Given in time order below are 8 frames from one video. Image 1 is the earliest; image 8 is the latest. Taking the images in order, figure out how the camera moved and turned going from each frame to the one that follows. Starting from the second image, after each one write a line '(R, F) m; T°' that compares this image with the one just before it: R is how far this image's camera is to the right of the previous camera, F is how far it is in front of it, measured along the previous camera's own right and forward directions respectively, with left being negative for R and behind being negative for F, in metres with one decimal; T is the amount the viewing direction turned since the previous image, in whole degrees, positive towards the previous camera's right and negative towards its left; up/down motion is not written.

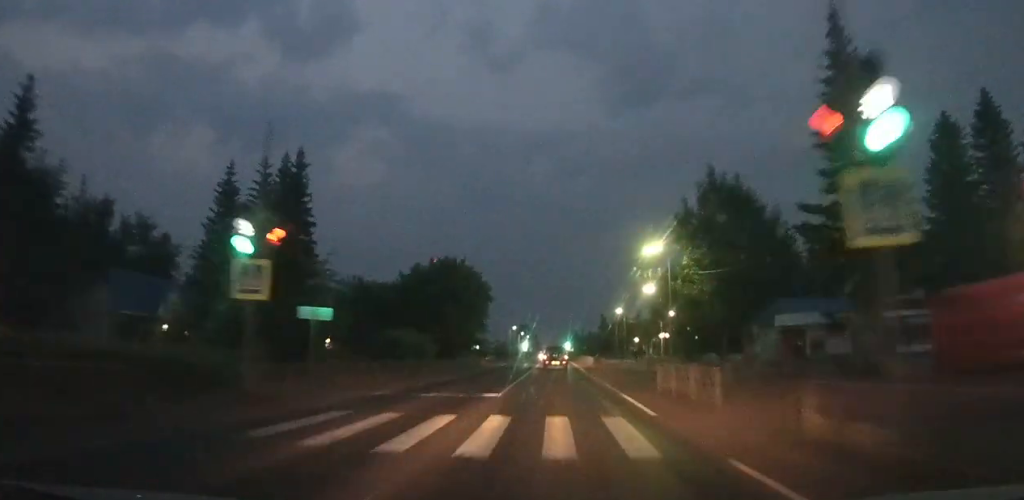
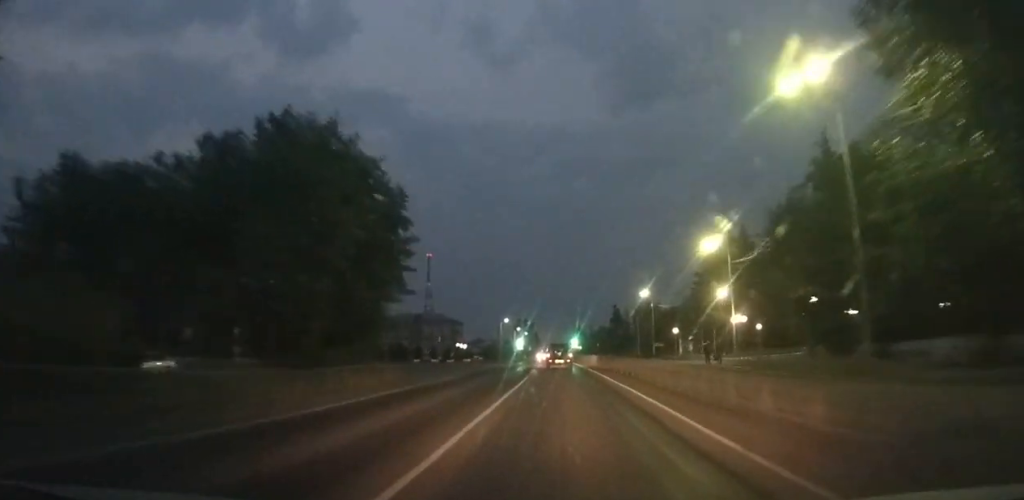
(+0.1, +33.7) m; +1°
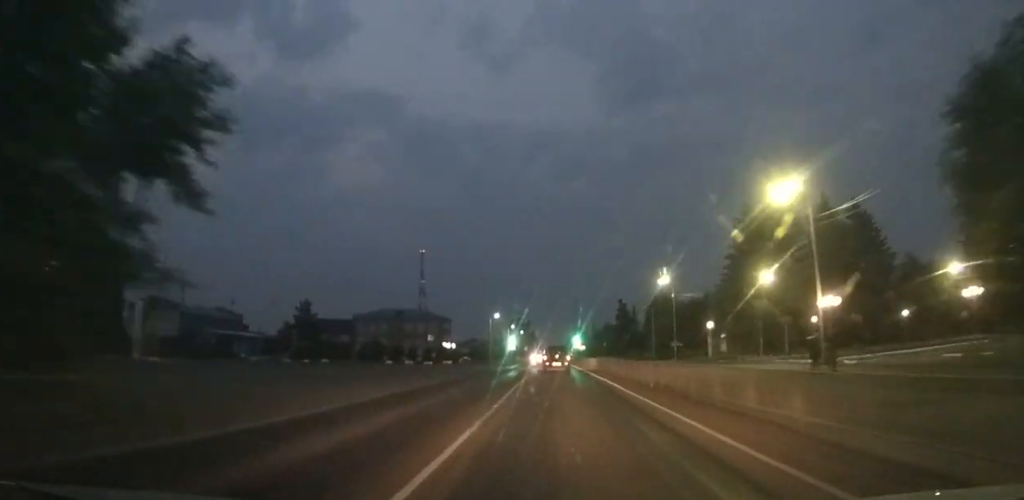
(0.0, +17.9) m; 0°
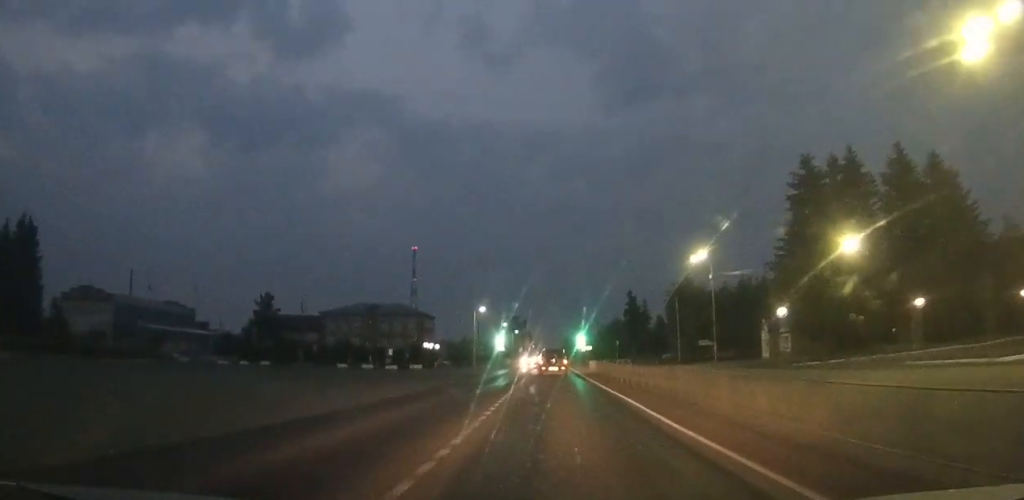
(+0.1, +19.5) m; 0°
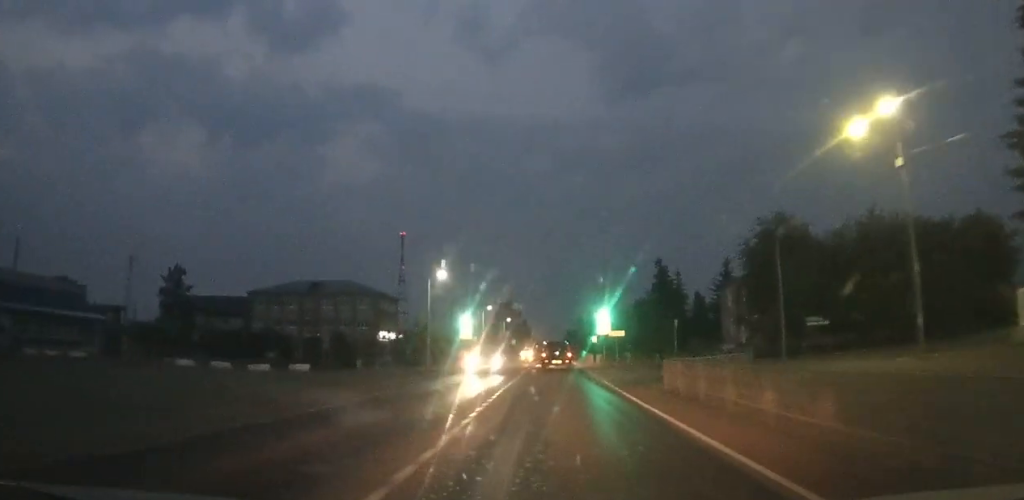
(+0.1, +33.0) m; 0°
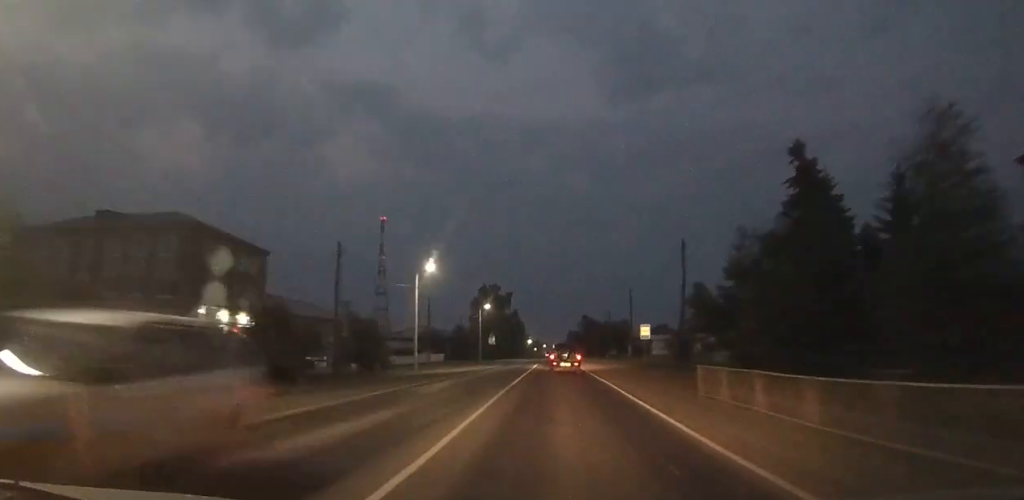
(-0.4, +50.3) m; 0°
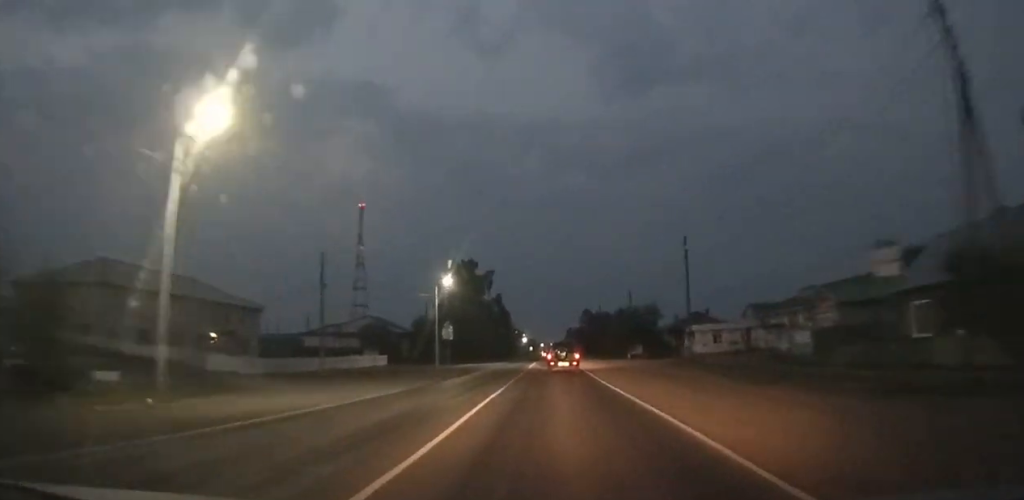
(+0.2, +32.2) m; 0°
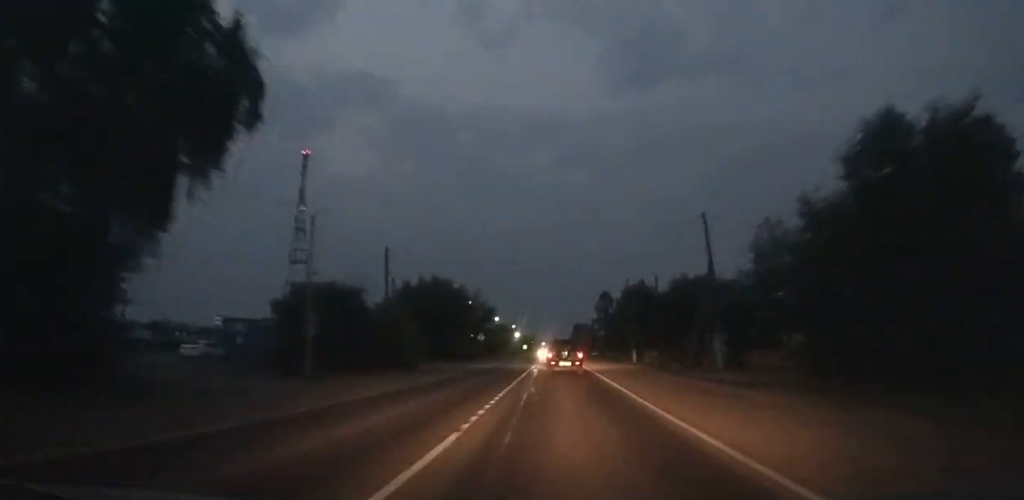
(-0.2, +77.3) m; 0°
